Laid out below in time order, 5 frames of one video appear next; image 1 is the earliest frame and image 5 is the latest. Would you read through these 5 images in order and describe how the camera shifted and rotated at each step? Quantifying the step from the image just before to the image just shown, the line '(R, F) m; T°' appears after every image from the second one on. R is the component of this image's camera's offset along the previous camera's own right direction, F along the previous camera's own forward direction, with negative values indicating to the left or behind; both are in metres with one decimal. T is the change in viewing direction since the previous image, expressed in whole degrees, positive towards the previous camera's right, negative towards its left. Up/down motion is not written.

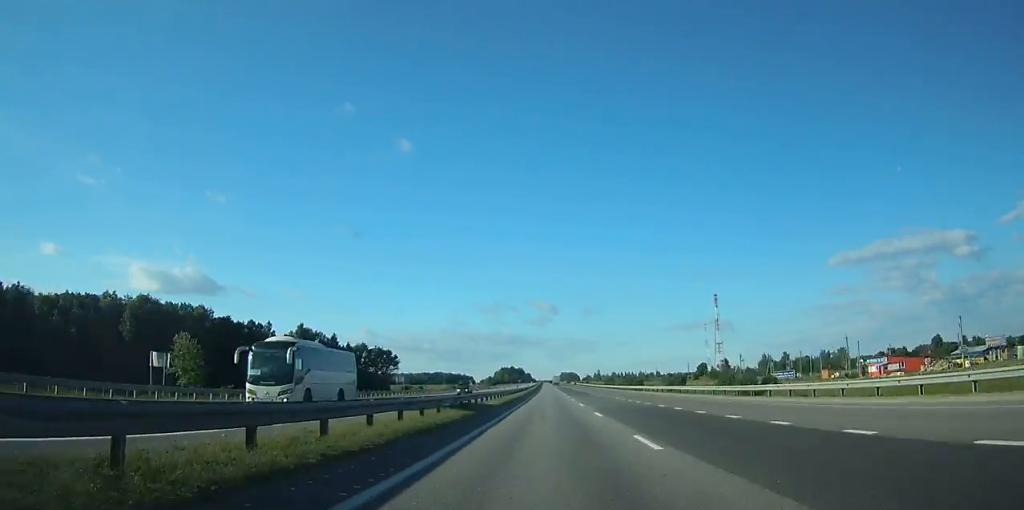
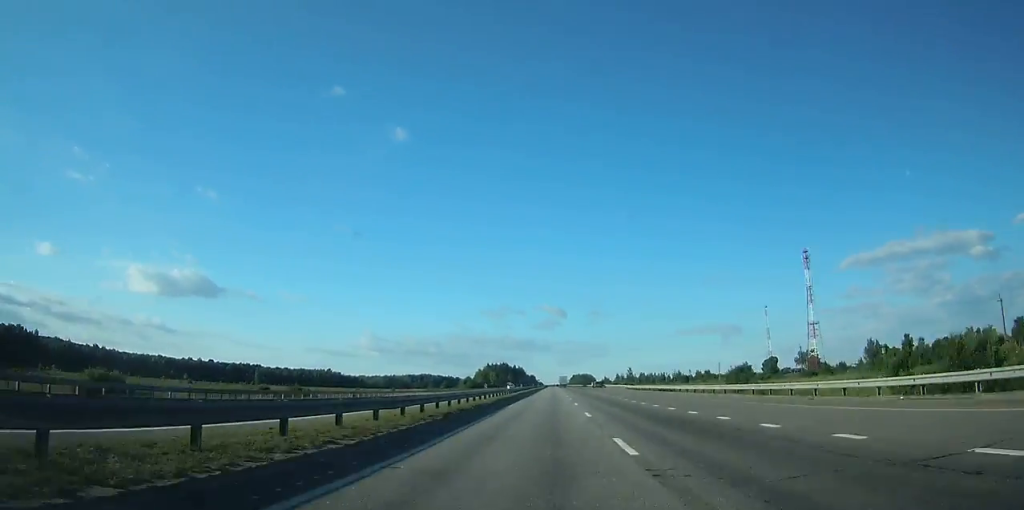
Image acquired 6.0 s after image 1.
(-0.9, +184.6) m; -1°
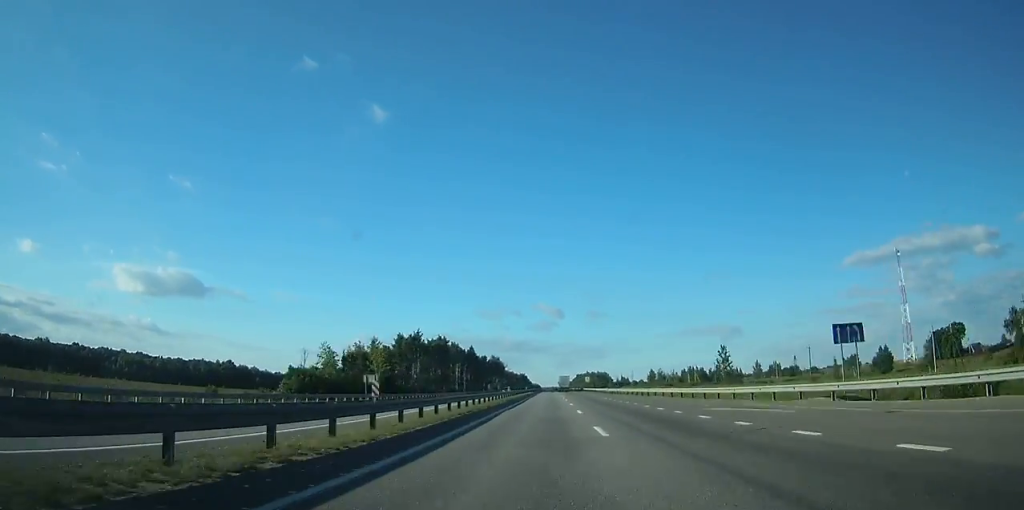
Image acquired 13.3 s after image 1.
(-0.2, +212.0) m; 0°
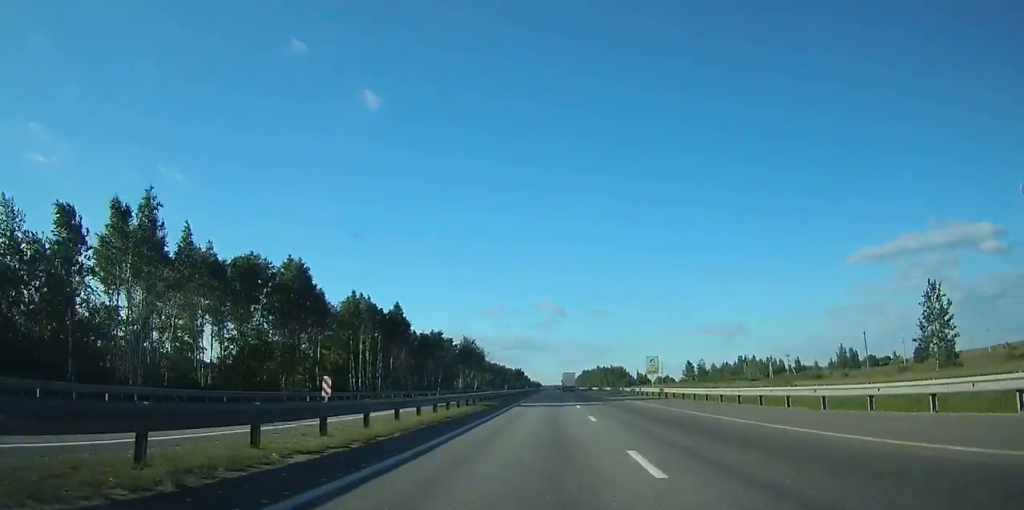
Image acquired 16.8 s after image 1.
(0.0, +97.4) m; 0°
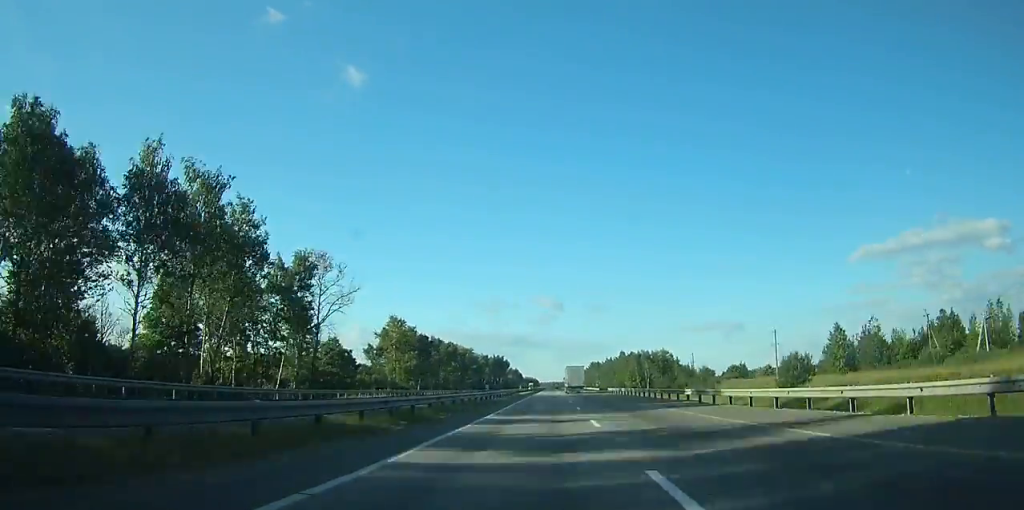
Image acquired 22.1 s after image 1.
(+0.2, +158.6) m; 0°
